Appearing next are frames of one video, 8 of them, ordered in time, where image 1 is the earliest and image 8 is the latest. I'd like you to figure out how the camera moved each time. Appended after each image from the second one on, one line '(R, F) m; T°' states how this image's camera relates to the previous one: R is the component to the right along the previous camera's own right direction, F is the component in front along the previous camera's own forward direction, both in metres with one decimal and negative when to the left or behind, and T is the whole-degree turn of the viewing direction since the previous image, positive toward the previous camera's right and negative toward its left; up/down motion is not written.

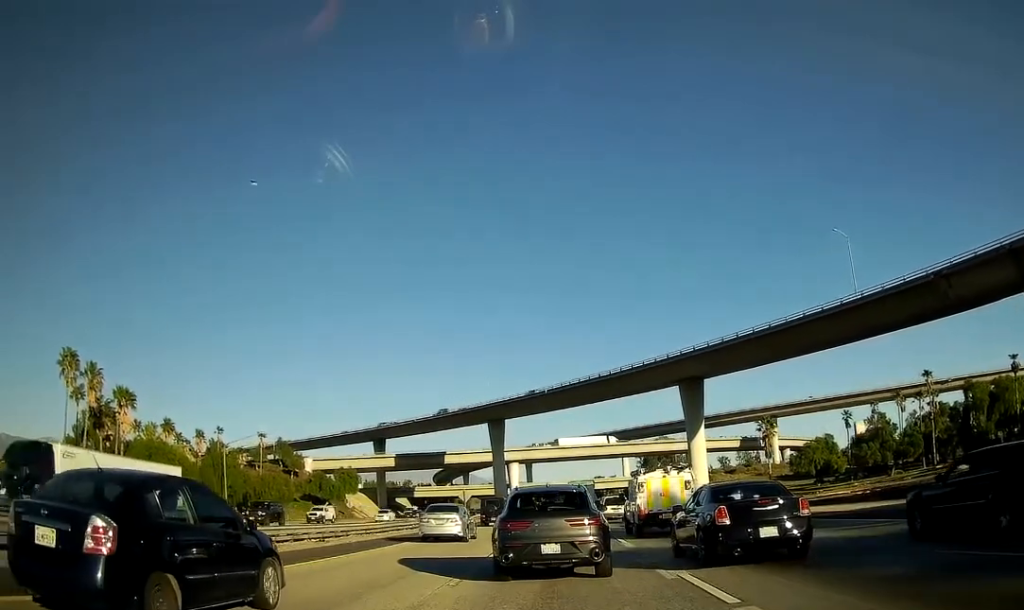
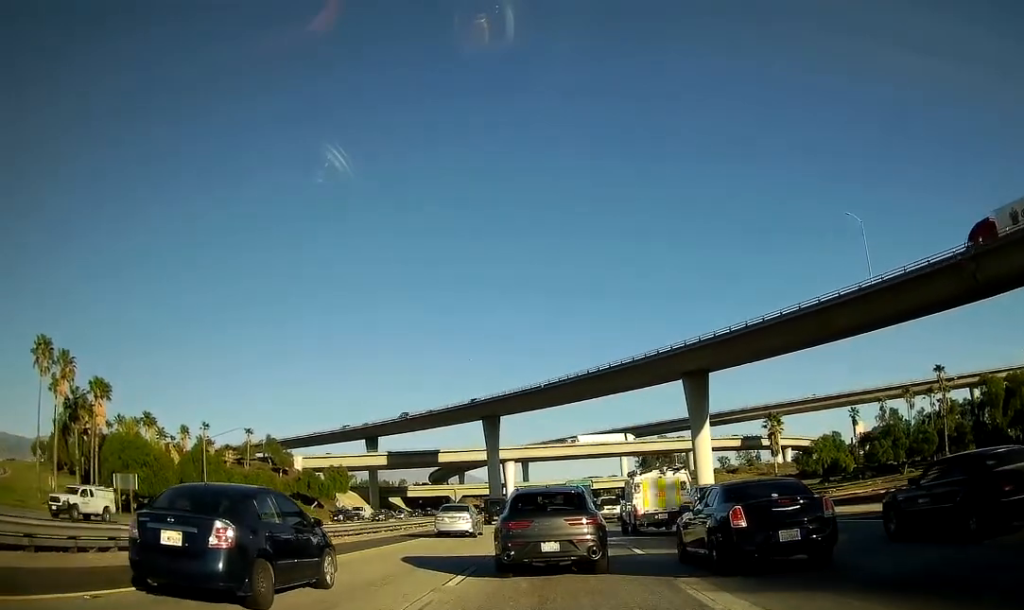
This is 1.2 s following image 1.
(-0.2, +5.4) m; -1°
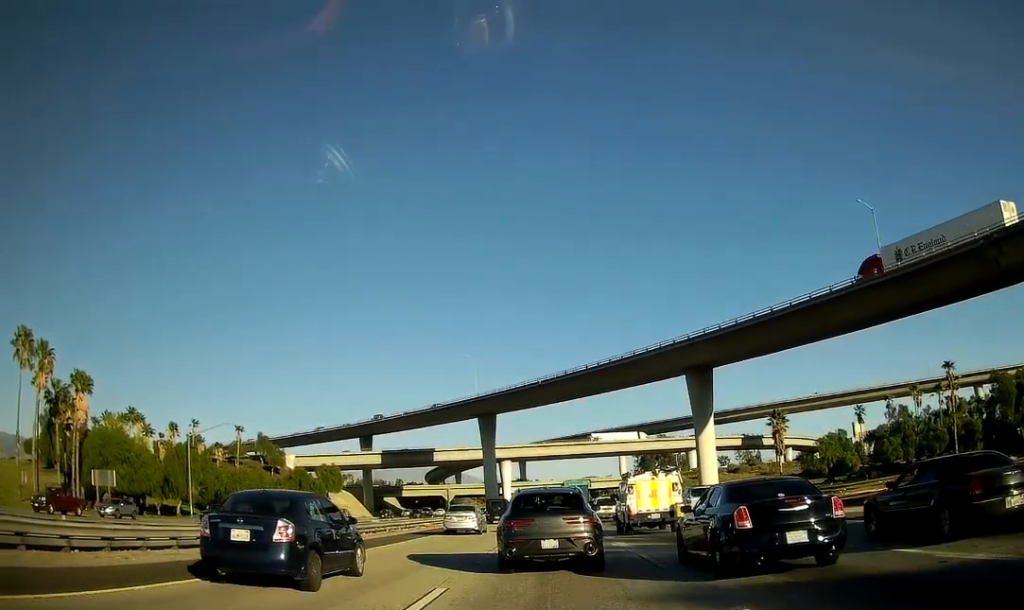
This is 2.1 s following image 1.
(+0.1, +4.0) m; +2°
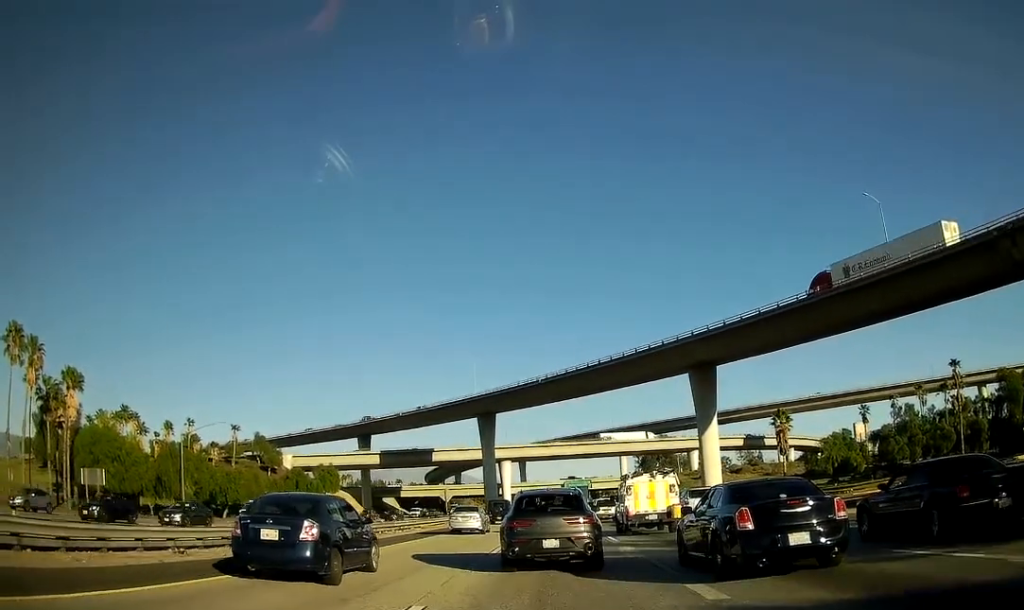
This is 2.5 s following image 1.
(0.0, +2.2) m; +1°
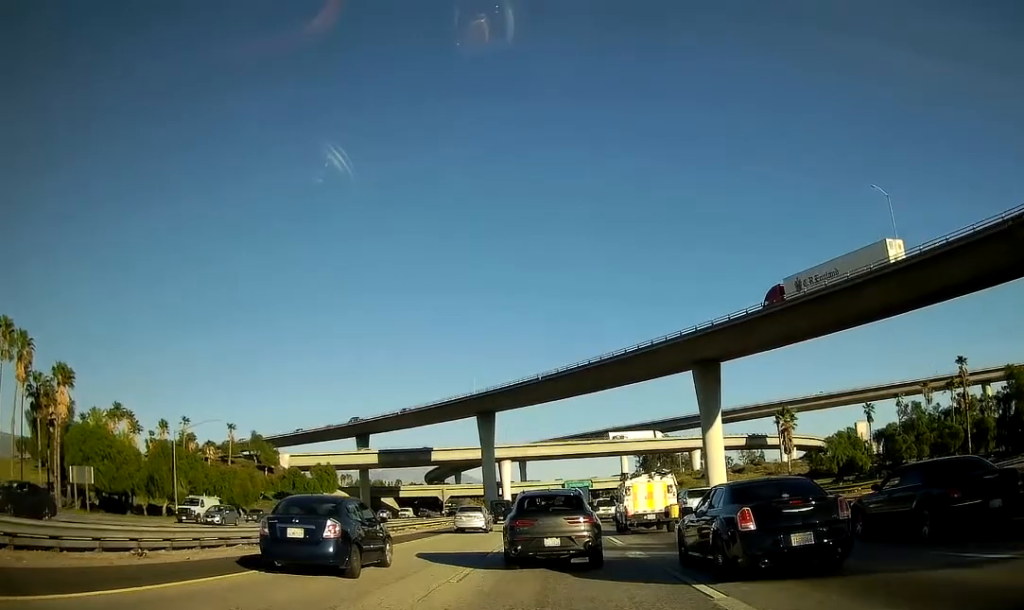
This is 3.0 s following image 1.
(0.0, +2.1) m; 0°
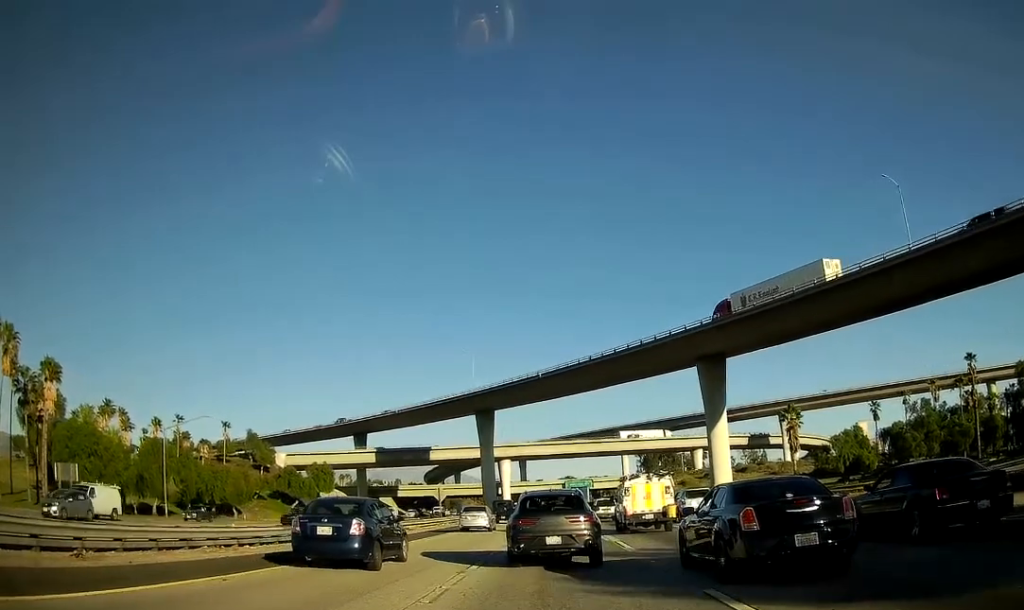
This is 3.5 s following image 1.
(0.0, +2.7) m; 0°
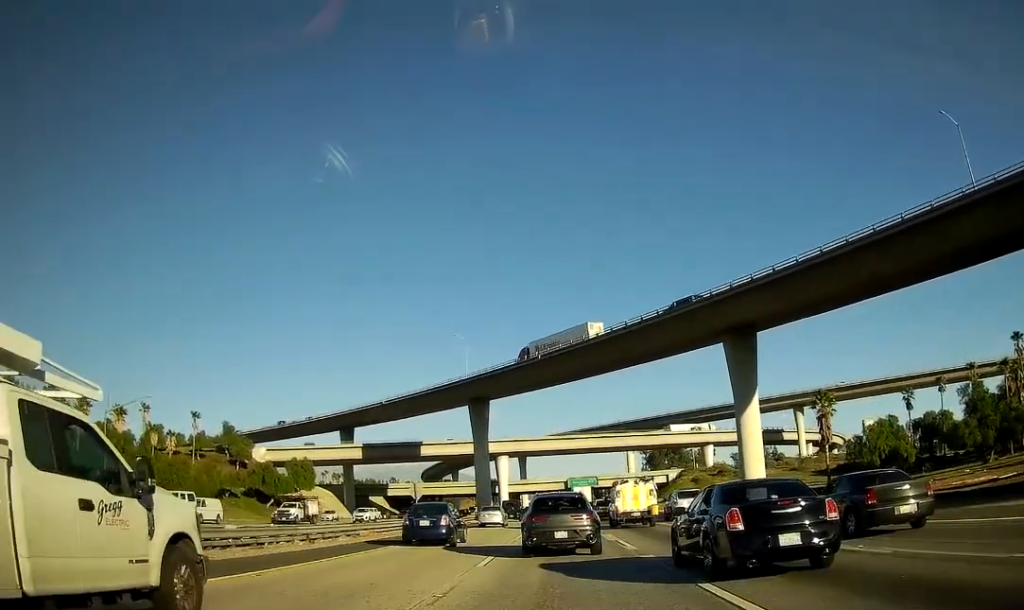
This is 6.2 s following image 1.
(-0.3, +13.6) m; -4°
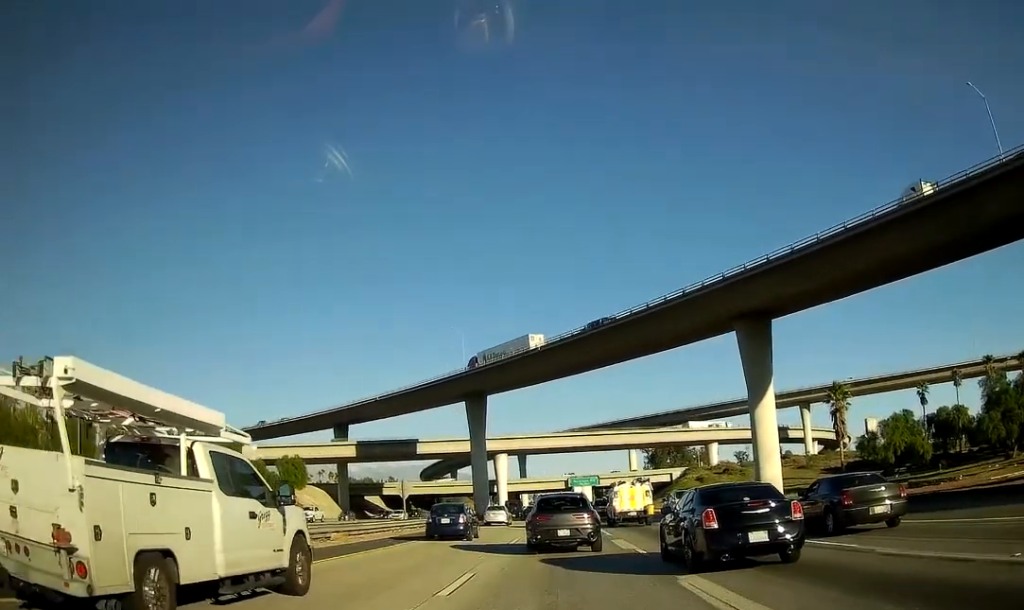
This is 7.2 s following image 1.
(-0.2, +5.6) m; 0°
